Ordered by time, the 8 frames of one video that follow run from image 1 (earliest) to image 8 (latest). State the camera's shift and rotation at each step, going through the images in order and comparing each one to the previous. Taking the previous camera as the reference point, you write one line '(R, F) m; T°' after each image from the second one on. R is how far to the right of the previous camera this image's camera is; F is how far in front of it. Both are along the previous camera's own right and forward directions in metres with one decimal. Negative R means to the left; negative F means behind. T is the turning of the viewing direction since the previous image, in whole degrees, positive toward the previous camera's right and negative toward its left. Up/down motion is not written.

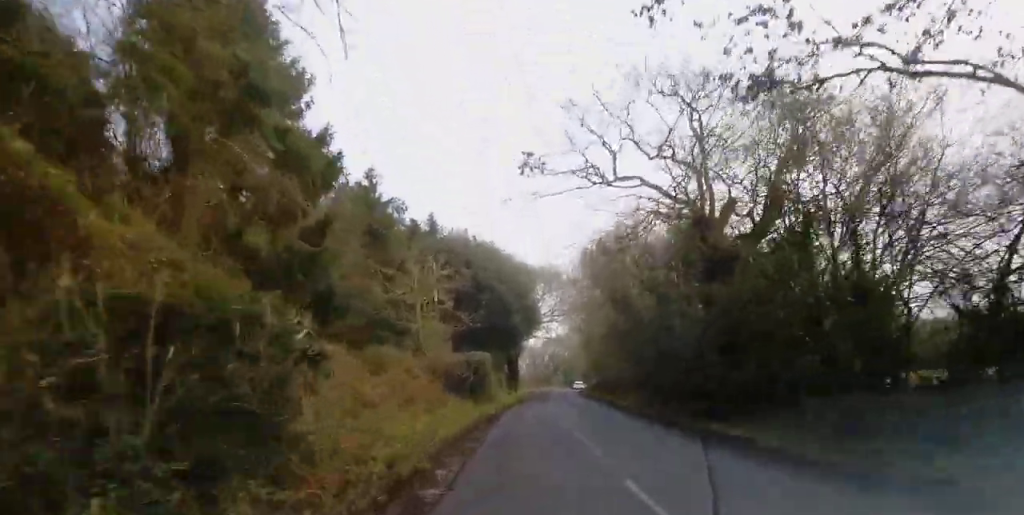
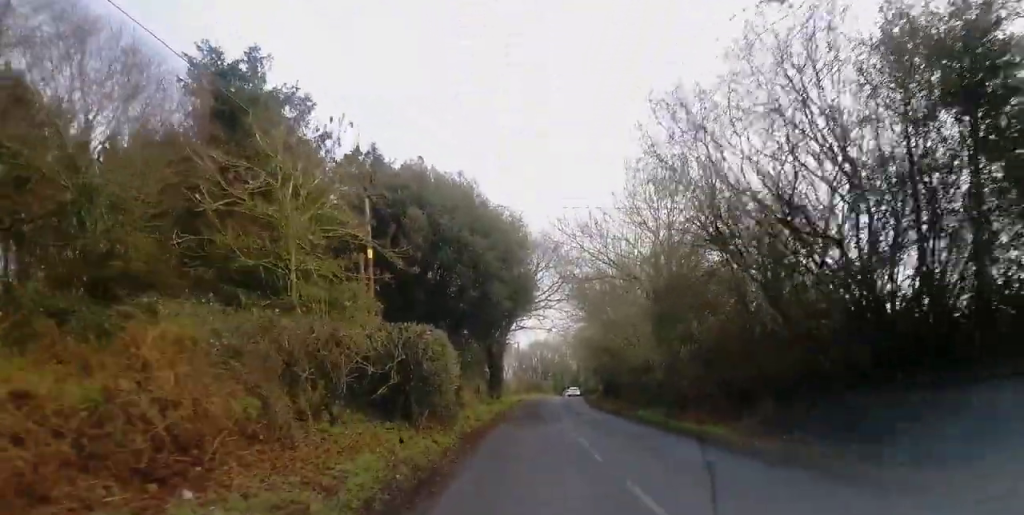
(+0.3, +17.4) m; +2°
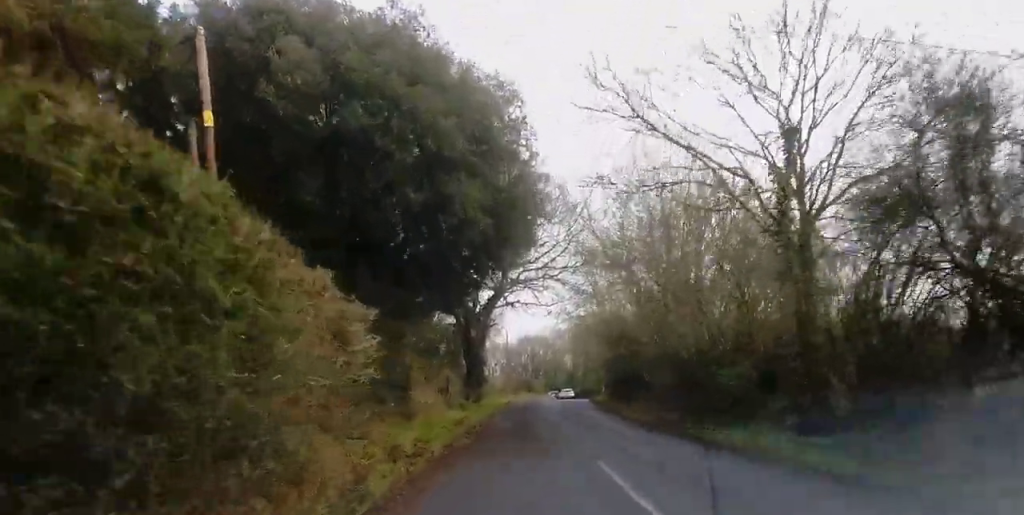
(+0.4, +15.0) m; +1°
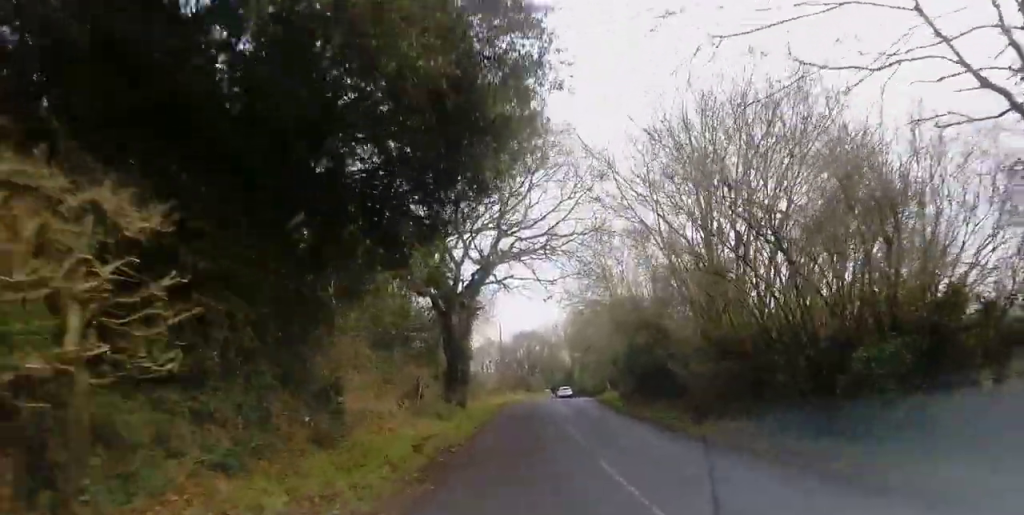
(-0.3, +8.3) m; 0°
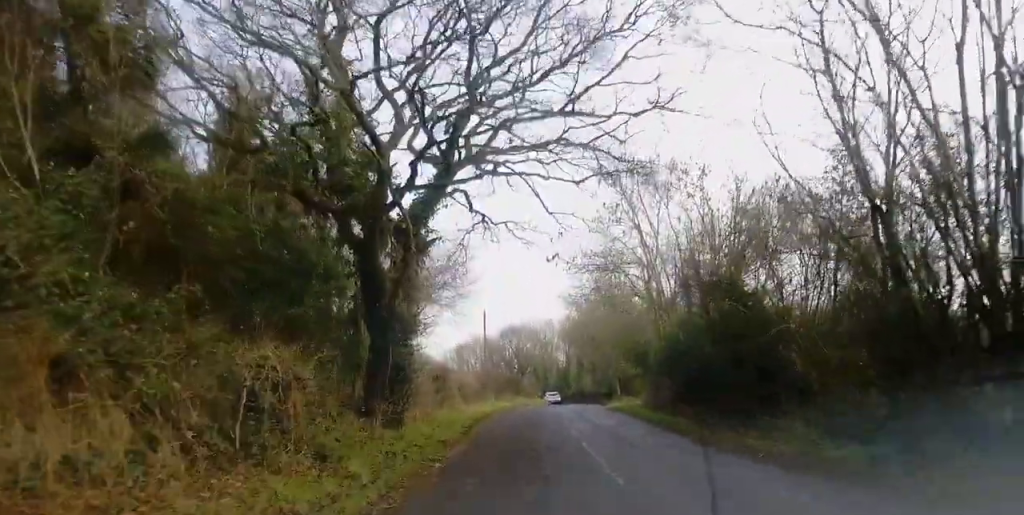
(+0.4, +14.8) m; -4°
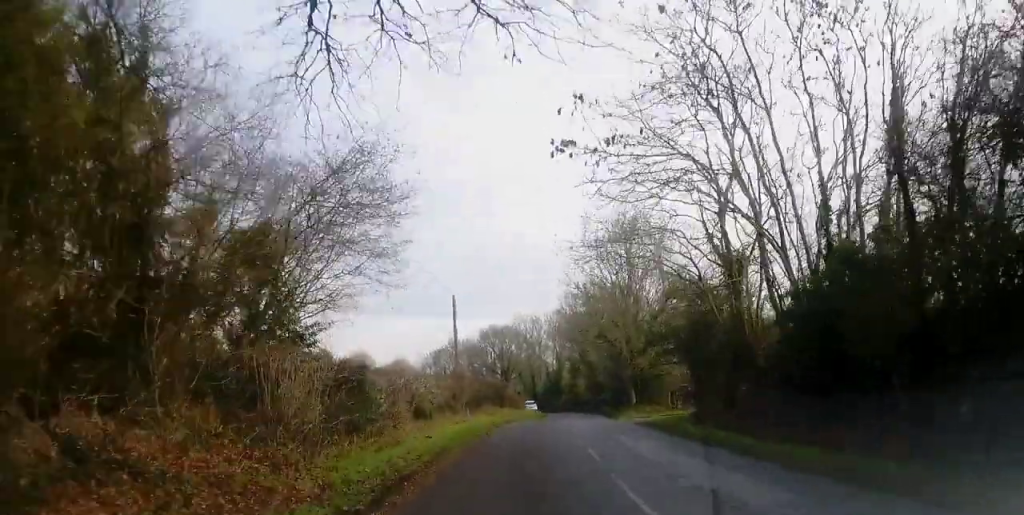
(-1.4, +13.8) m; +5°
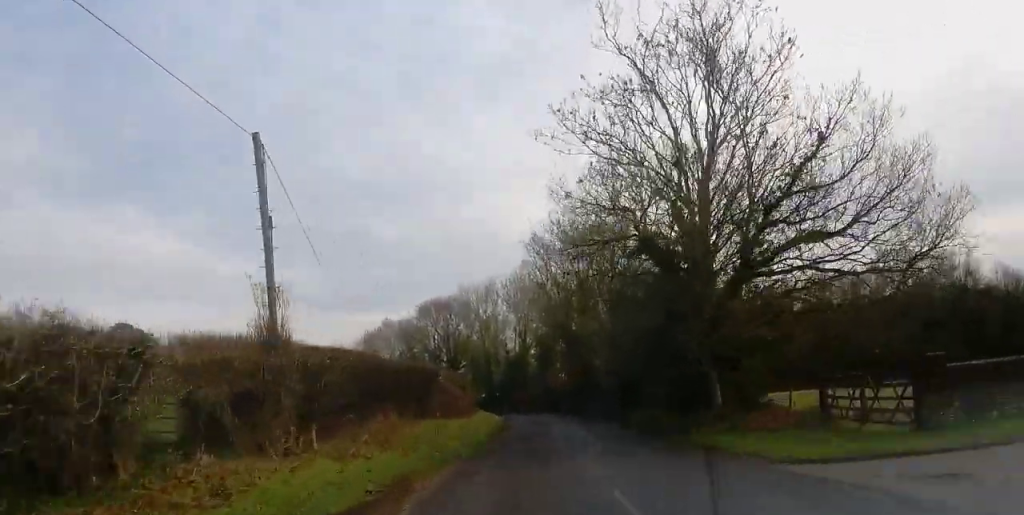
(+4.5, +25.8) m; +8°
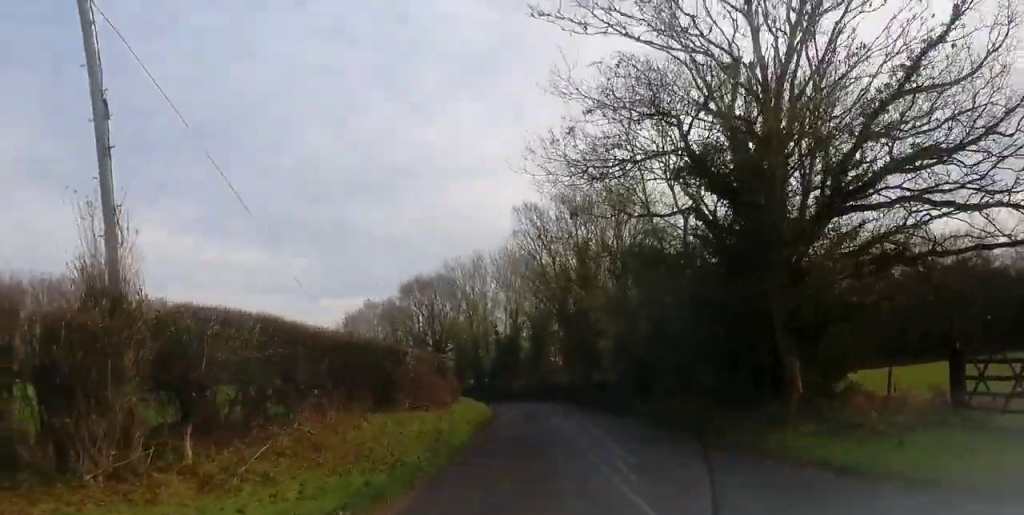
(-0.4, +6.4) m; -3°
